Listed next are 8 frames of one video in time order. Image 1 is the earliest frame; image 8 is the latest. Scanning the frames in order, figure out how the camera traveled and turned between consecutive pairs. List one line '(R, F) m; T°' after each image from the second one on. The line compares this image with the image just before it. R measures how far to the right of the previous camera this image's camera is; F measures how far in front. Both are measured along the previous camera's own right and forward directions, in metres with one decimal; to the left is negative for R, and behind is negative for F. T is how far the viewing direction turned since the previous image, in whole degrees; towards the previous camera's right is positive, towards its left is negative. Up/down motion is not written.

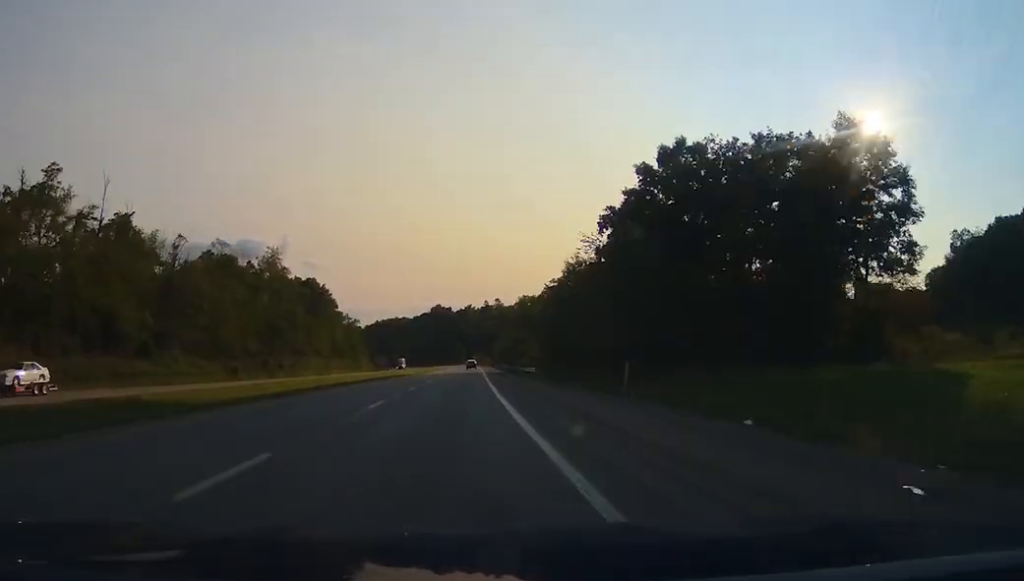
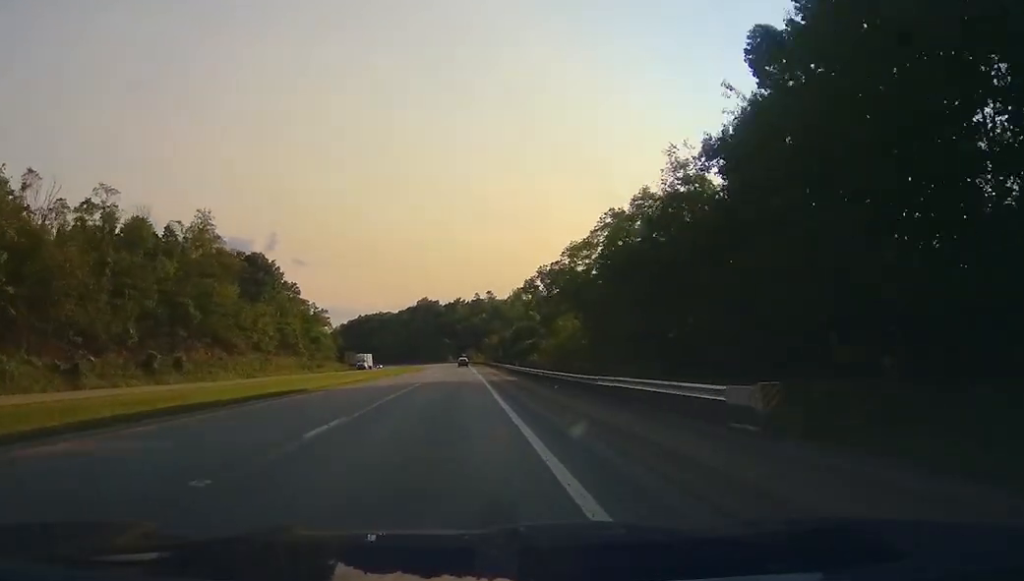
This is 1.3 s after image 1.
(+0.4, +43.4) m; +1°
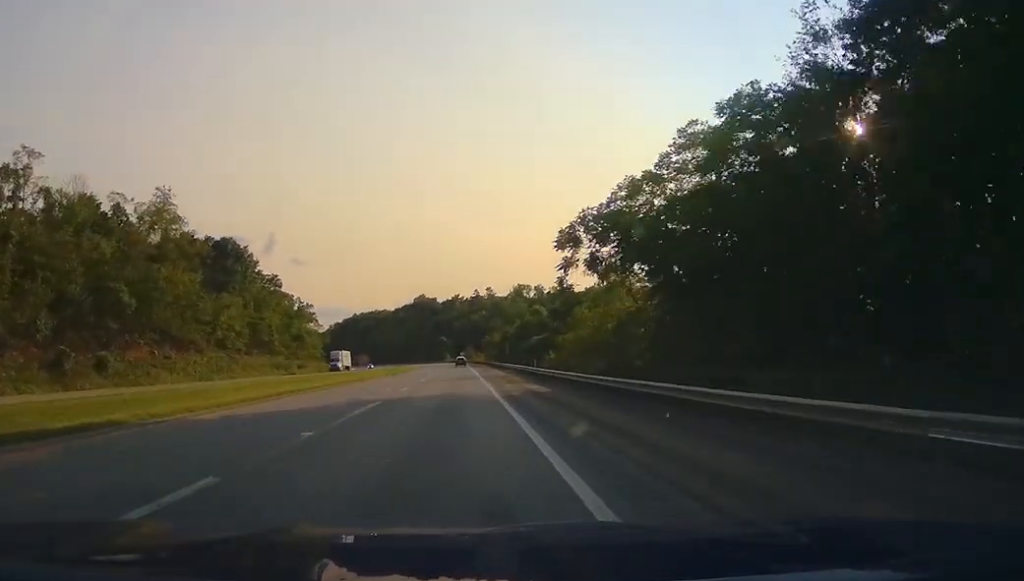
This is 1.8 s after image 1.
(0.0, +19.4) m; 0°
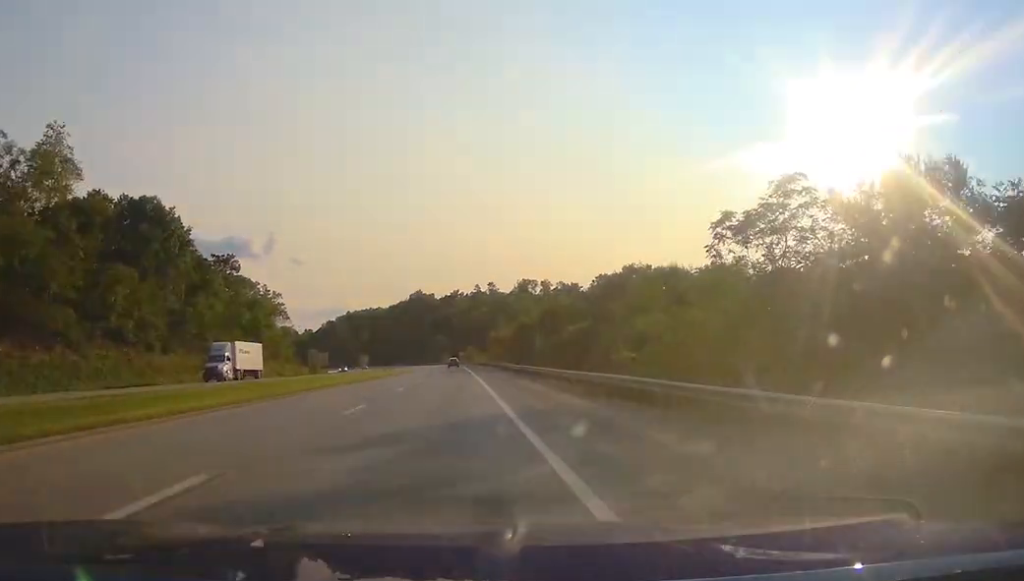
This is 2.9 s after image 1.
(+0.3, +36.5) m; 0°
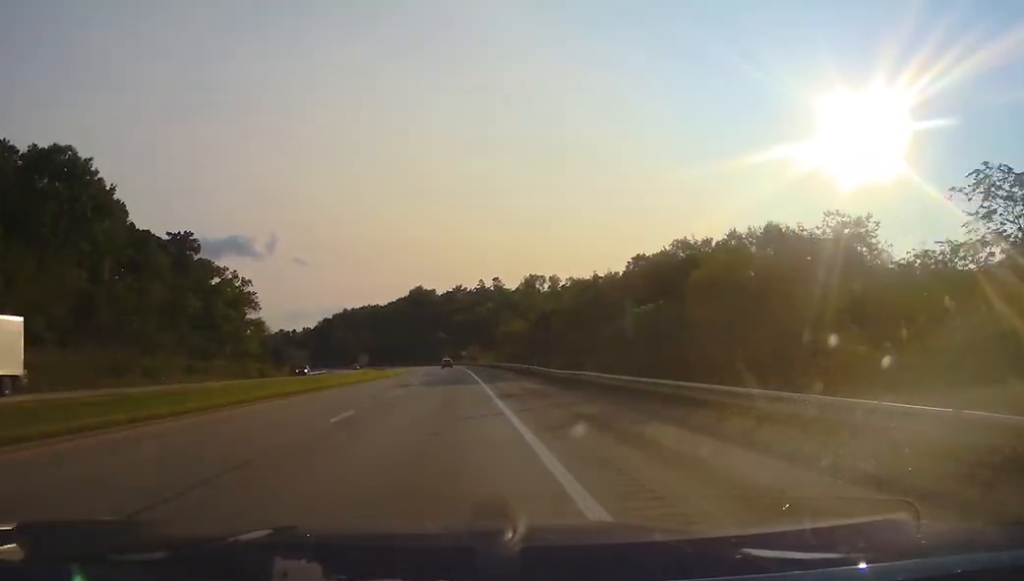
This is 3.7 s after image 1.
(+0.1, +26.2) m; -1°
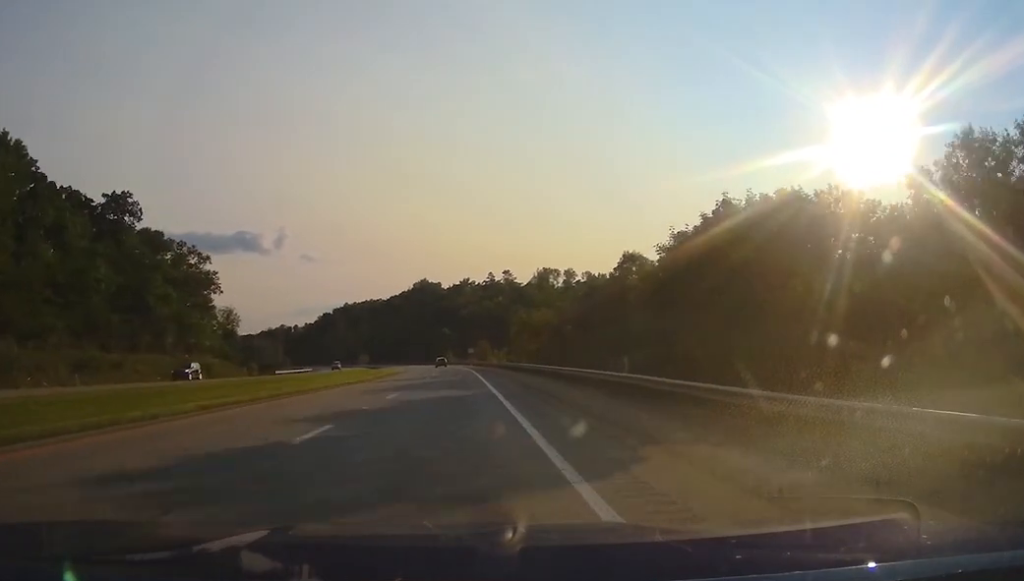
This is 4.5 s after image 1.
(-0.6, +28.6) m; -1°
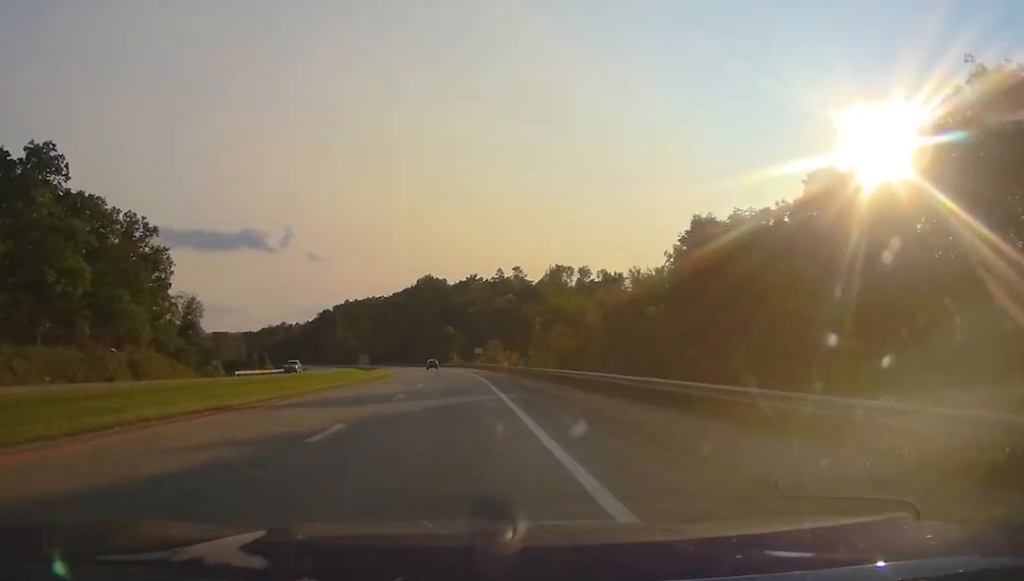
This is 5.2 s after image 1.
(-0.1, +24.0) m; 0°
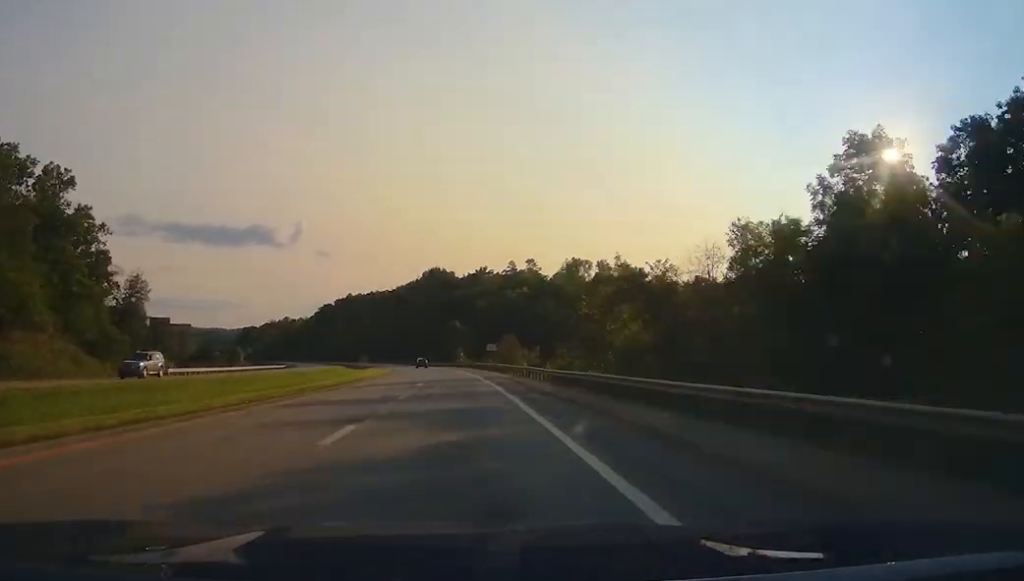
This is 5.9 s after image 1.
(0.0, +25.1) m; 0°
